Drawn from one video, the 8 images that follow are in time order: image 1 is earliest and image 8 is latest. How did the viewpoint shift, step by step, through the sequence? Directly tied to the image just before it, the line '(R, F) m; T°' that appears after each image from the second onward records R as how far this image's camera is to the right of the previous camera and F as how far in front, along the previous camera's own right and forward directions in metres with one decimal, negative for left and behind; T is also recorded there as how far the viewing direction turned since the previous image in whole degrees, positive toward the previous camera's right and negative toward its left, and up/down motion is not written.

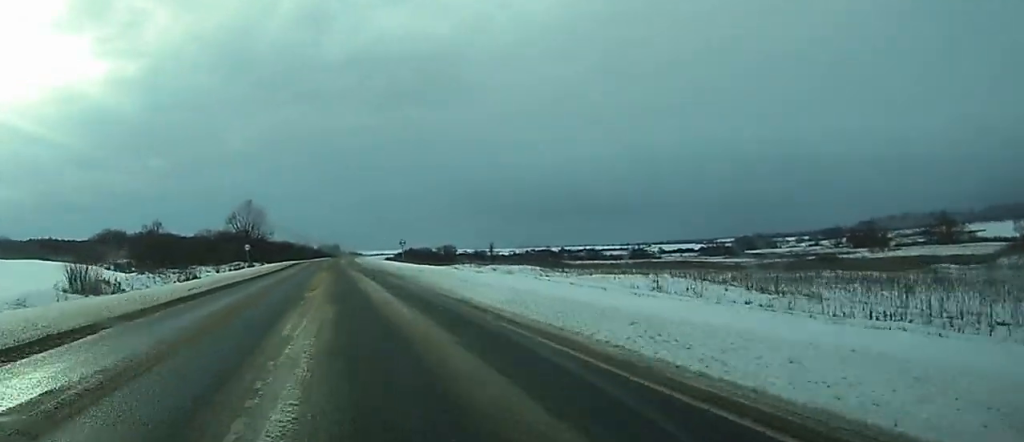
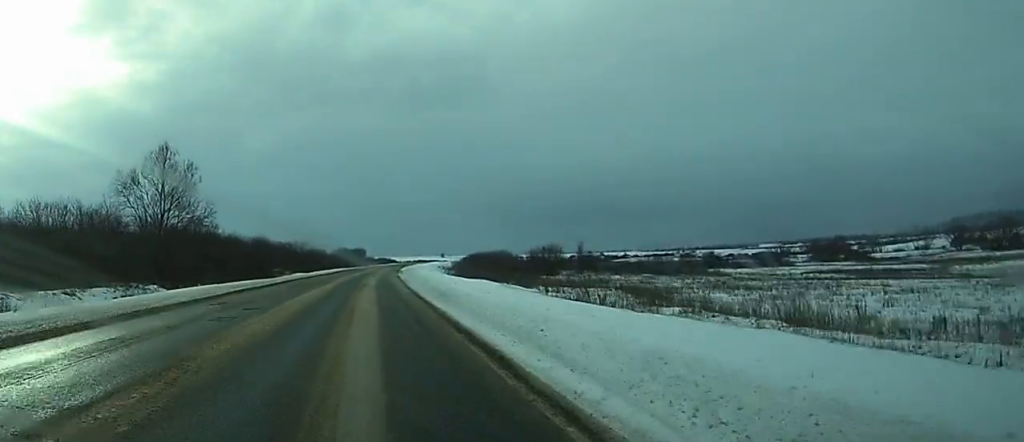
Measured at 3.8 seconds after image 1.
(-0.9, +104.0) m; -1°
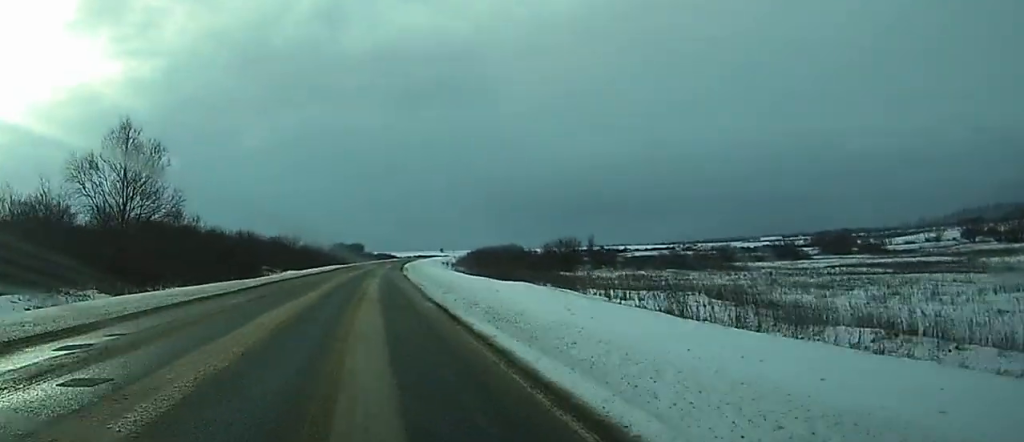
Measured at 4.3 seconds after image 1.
(0.0, +13.4) m; 0°
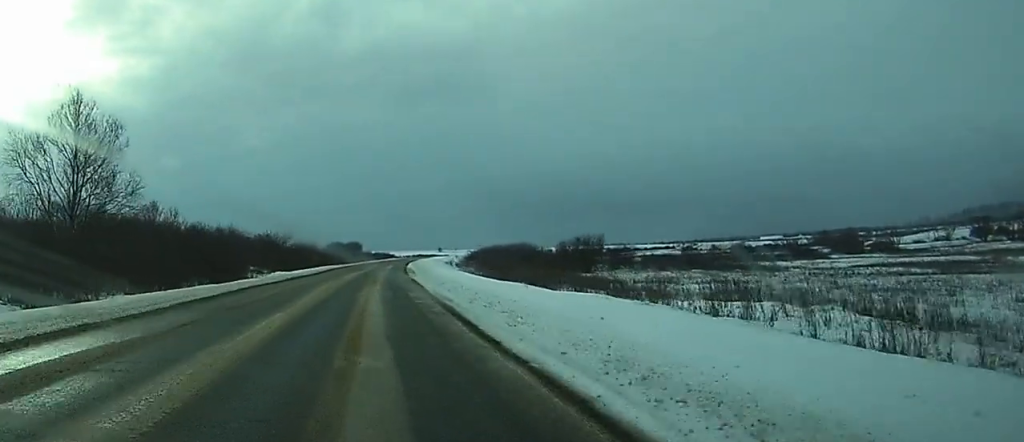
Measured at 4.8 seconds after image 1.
(0.0, +12.5) m; 0°
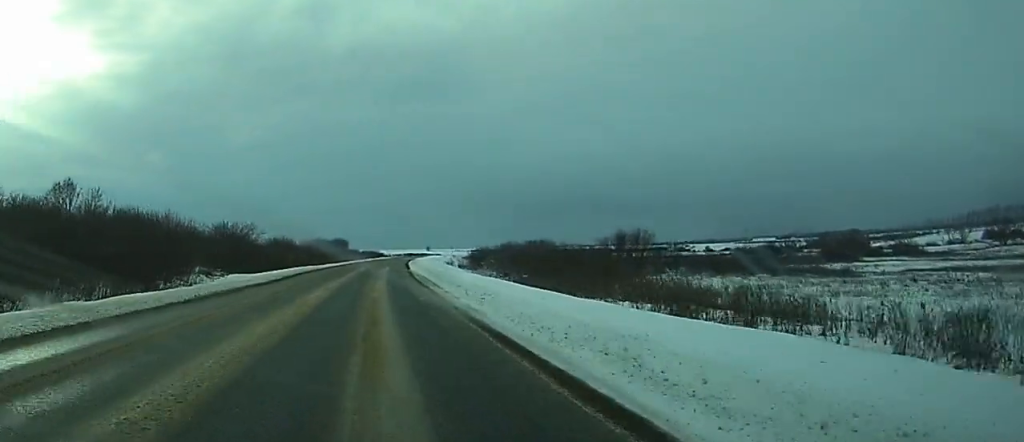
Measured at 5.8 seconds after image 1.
(0.0, +26.8) m; 0°
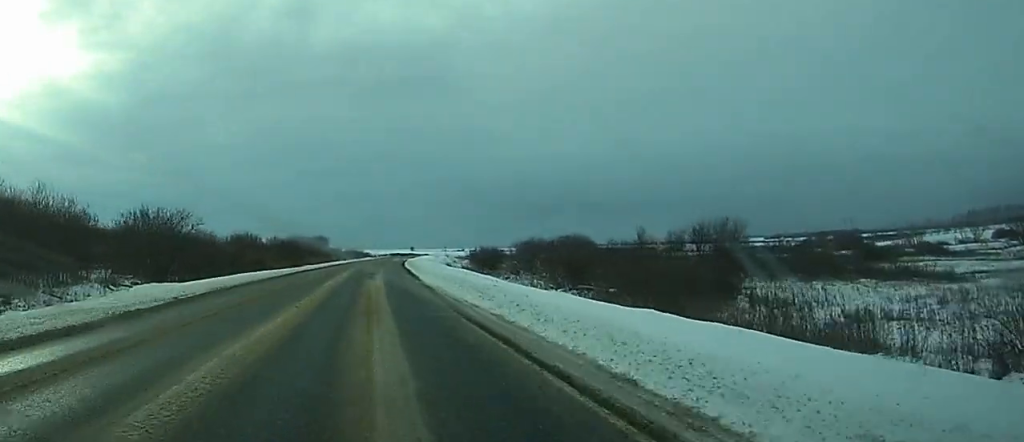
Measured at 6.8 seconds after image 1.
(0.0, +26.9) m; +1°
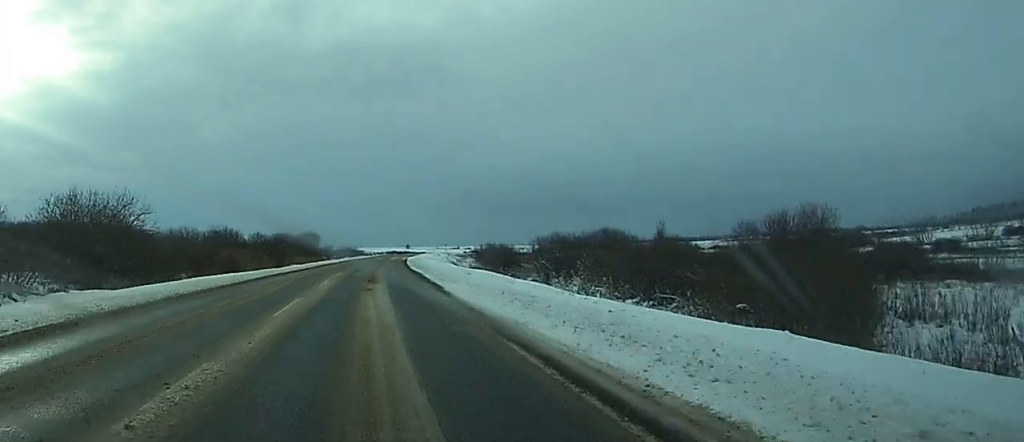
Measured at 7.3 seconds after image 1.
(+0.2, +14.4) m; +1°
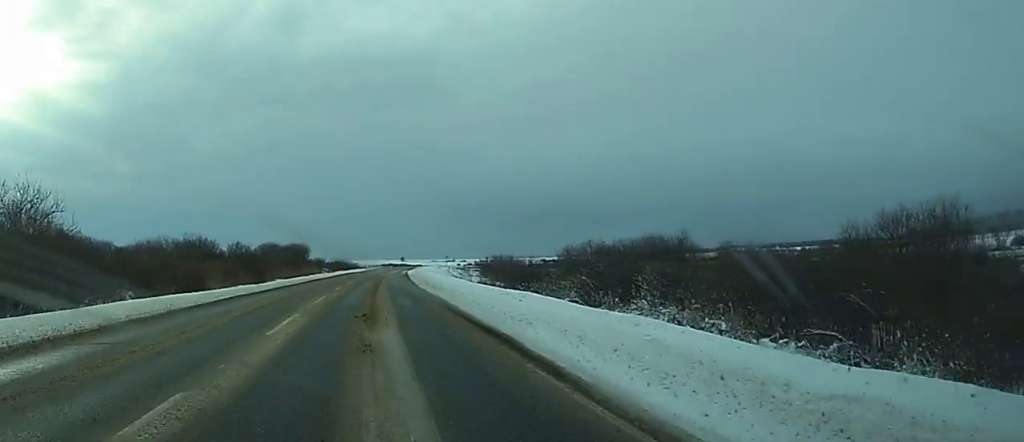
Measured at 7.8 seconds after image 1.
(+0.1, +13.5) m; 0°
